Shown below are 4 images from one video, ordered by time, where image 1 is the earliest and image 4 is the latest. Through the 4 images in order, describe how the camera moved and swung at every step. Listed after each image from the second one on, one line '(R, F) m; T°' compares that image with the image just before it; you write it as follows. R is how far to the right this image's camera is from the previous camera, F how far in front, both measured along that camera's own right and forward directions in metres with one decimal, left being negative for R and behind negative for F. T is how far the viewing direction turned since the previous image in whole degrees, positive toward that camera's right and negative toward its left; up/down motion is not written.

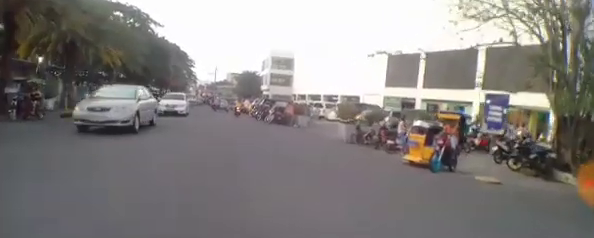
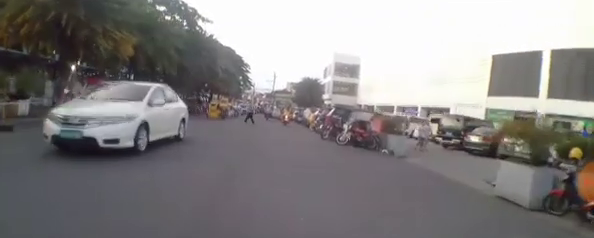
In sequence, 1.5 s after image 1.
(+0.2, +7.7) m; -1°
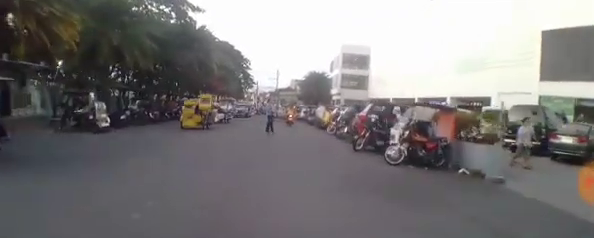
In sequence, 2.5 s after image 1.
(-0.3, +5.0) m; -1°
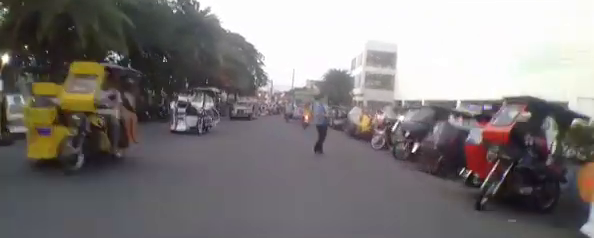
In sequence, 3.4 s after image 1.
(+0.2, +5.6) m; -2°
